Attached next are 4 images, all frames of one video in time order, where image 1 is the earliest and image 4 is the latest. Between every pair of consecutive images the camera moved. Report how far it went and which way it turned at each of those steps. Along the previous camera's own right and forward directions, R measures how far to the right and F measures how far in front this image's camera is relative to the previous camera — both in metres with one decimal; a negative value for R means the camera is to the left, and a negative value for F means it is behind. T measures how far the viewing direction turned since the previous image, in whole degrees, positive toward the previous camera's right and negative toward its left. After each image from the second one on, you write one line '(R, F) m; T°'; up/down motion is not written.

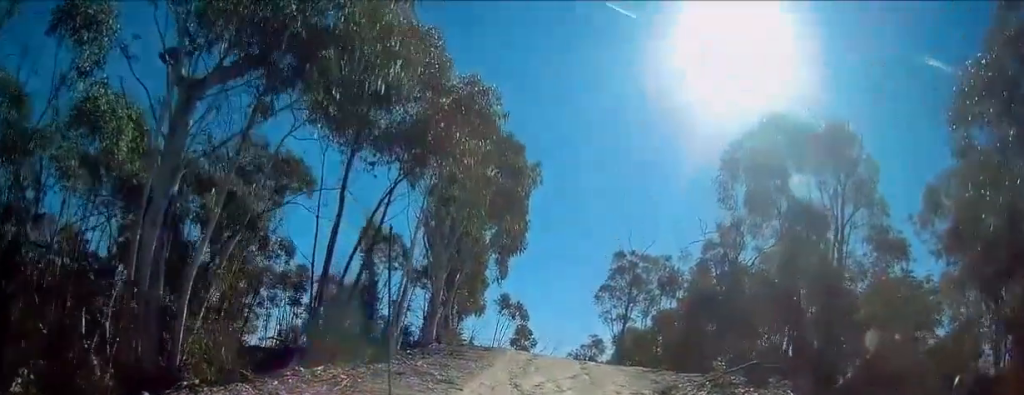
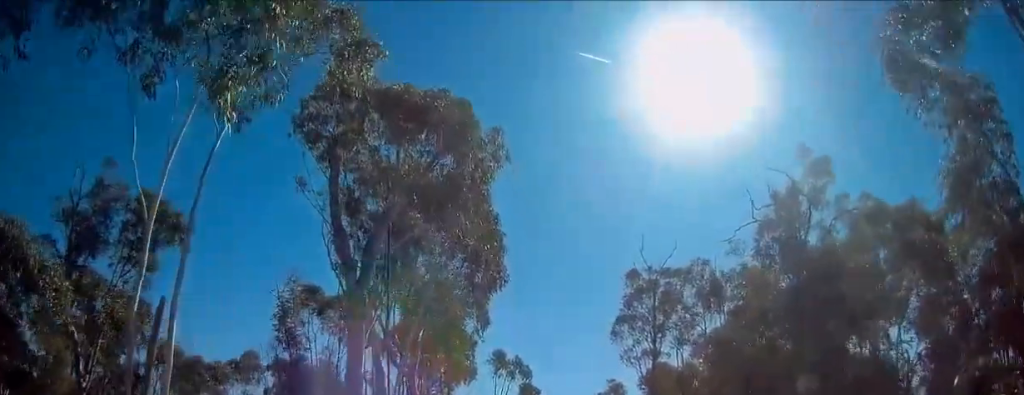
(+0.9, +8.8) m; +9°
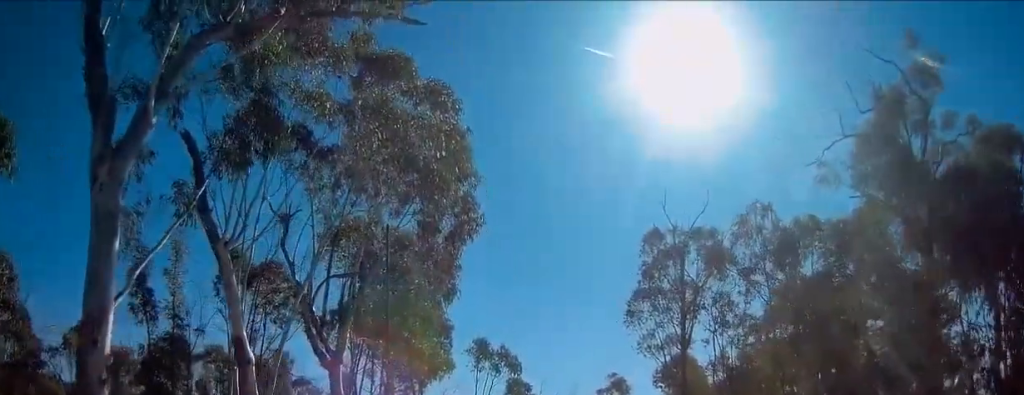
(-0.1, +8.3) m; 0°
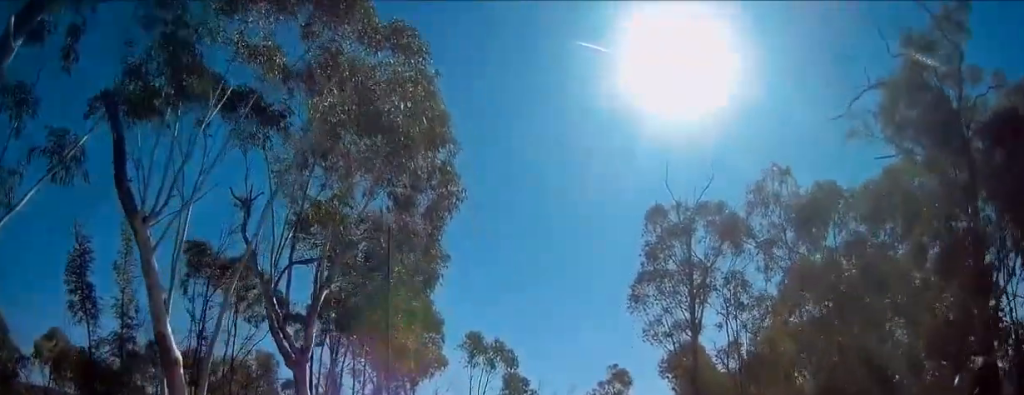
(+0.3, +2.2) m; -1°
